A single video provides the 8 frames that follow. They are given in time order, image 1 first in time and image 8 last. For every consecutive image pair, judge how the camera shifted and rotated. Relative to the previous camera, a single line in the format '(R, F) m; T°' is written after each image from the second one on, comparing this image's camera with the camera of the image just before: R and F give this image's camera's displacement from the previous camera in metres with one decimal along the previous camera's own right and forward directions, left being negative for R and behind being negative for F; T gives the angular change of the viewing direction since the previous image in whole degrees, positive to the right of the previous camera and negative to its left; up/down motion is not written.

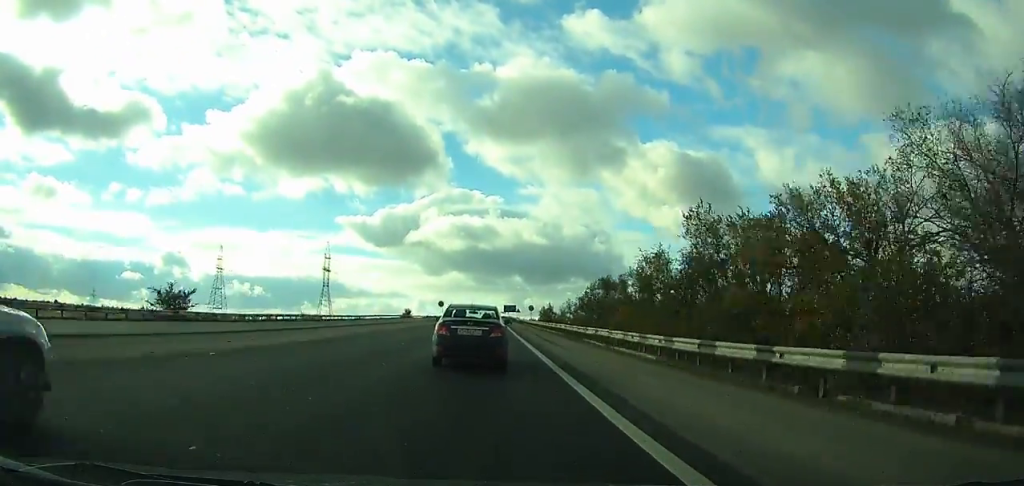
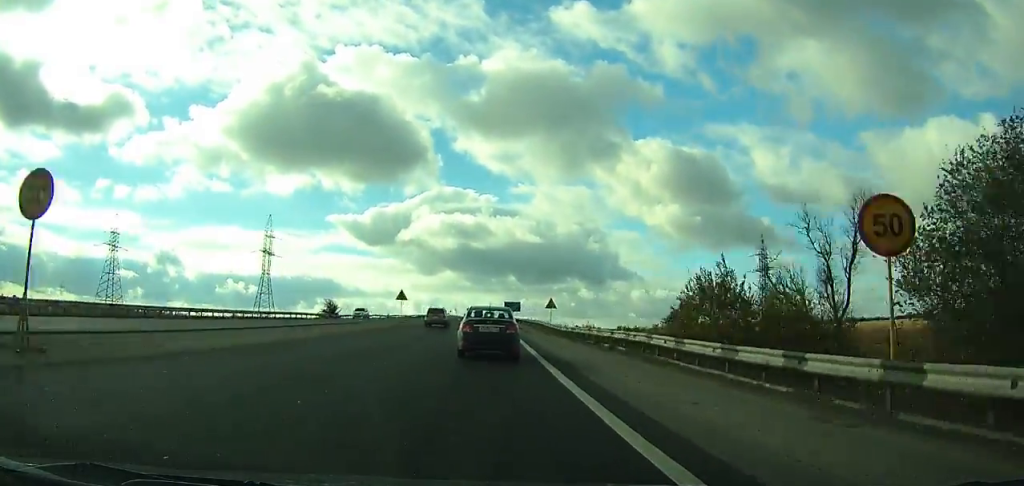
(+0.6, +82.0) m; +1°
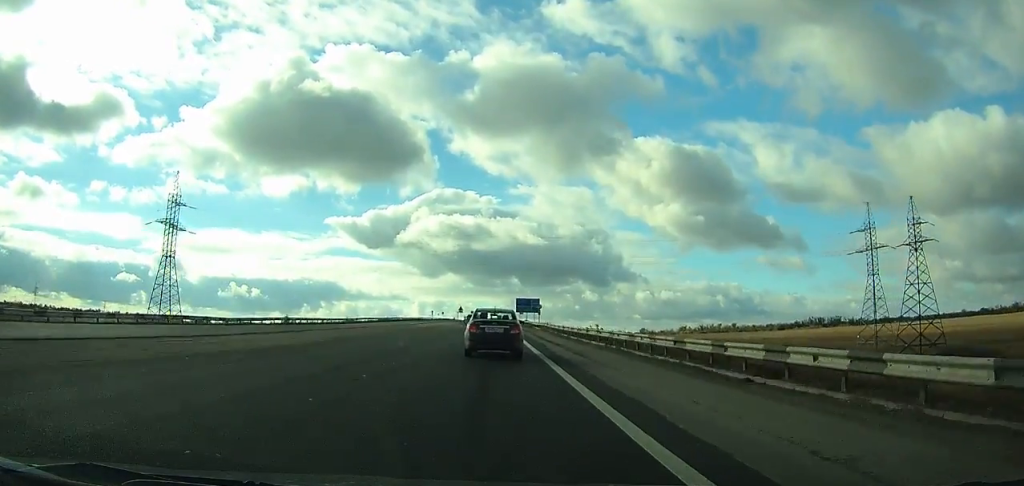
(-0.4, +76.0) m; -1°
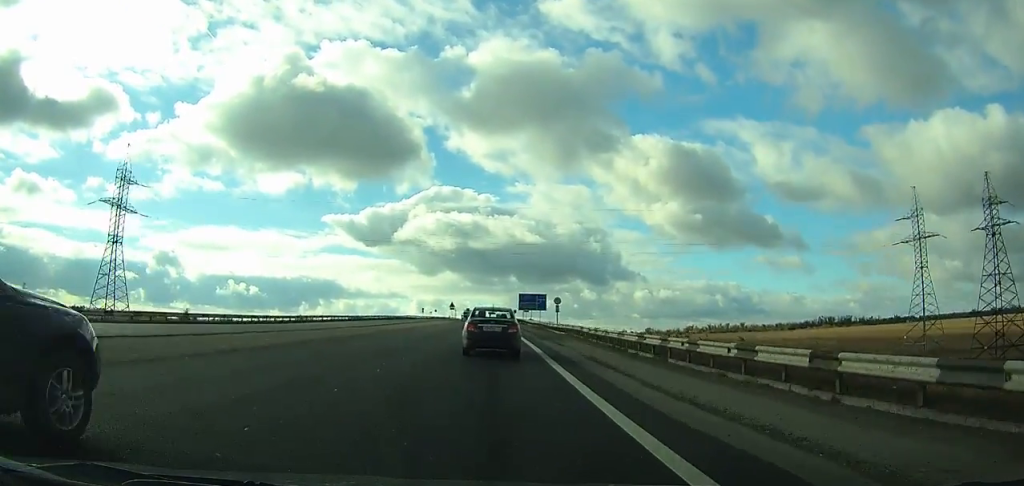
(-0.1, +24.5) m; 0°
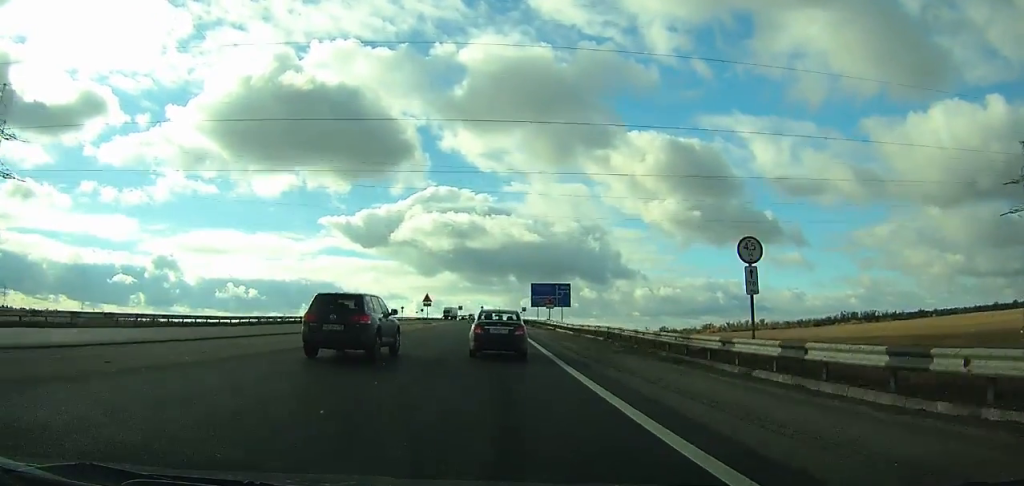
(-0.1, +42.7) m; 0°
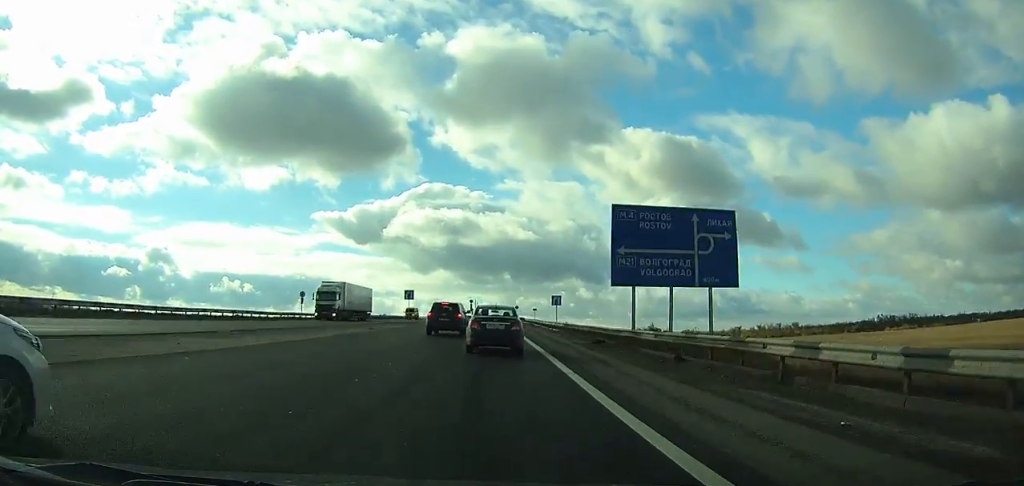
(0.0, +67.4) m; 0°
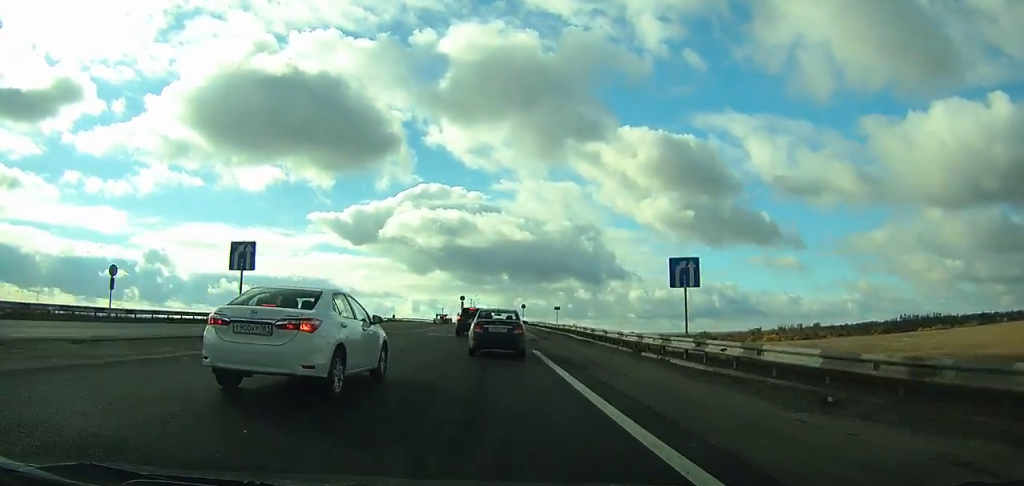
(-0.1, +34.6) m; 0°
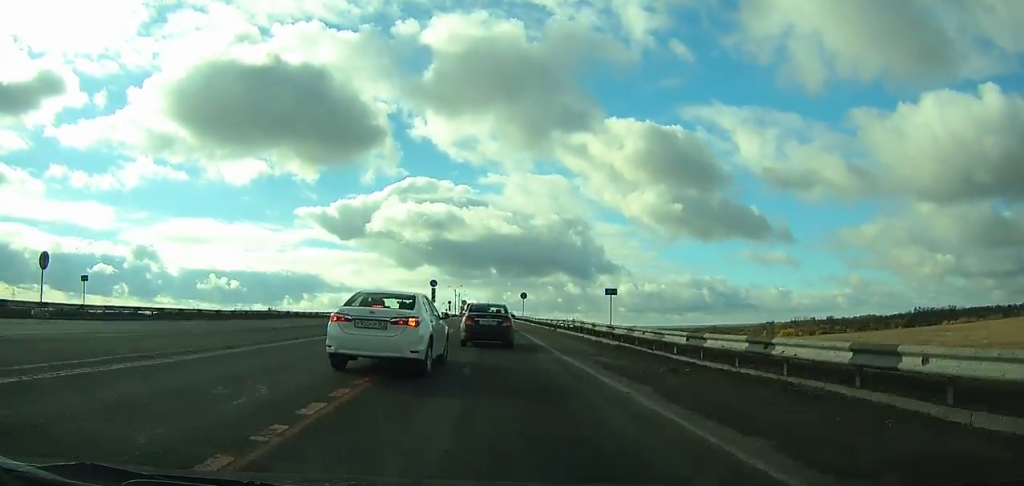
(+0.2, +32.4) m; 0°
